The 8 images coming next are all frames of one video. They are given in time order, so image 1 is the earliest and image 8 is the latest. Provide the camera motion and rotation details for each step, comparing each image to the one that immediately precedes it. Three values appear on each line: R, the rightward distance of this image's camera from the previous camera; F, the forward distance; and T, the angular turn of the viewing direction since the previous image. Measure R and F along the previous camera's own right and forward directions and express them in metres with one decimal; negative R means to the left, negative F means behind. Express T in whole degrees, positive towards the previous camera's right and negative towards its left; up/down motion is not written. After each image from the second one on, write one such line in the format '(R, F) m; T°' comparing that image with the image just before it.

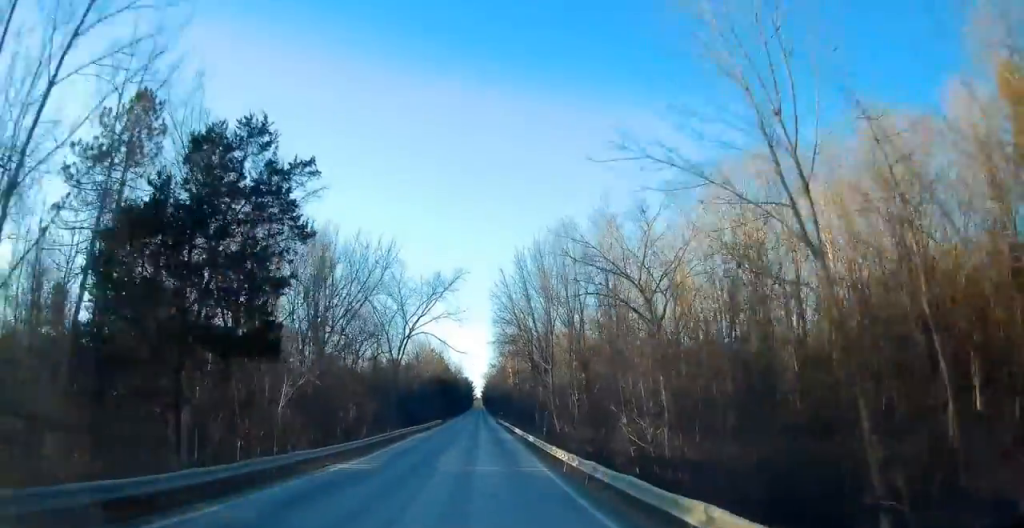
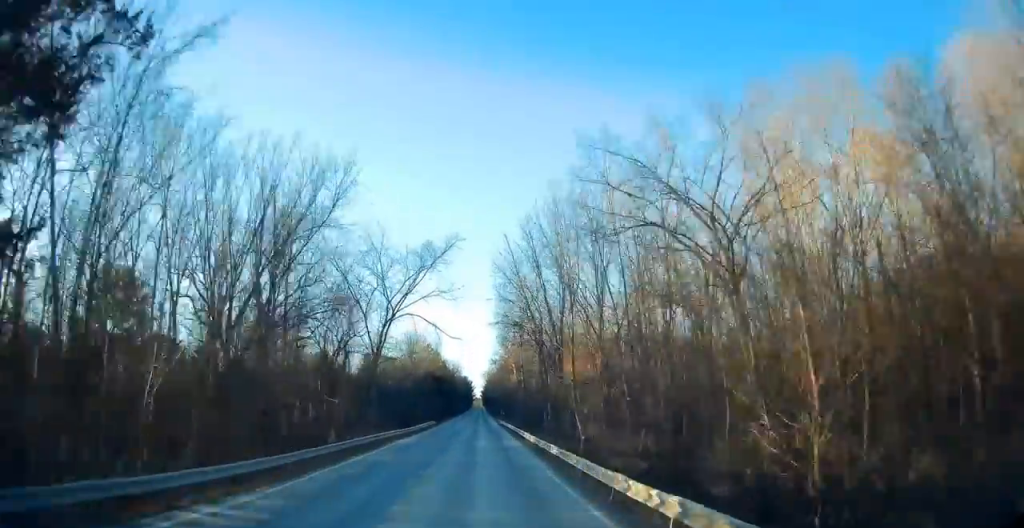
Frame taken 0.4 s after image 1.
(-0.1, +10.9) m; 0°
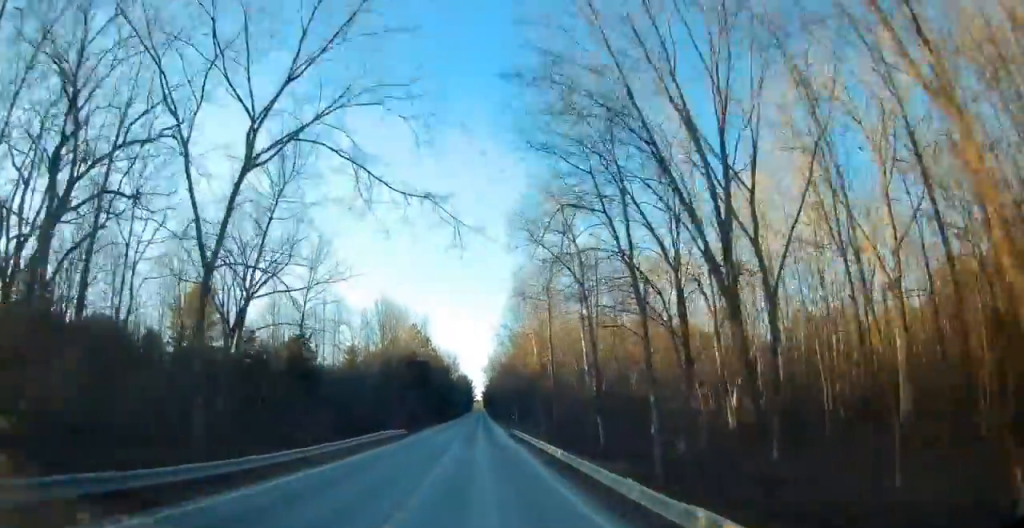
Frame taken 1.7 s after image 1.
(-0.2, +31.1) m; 0°
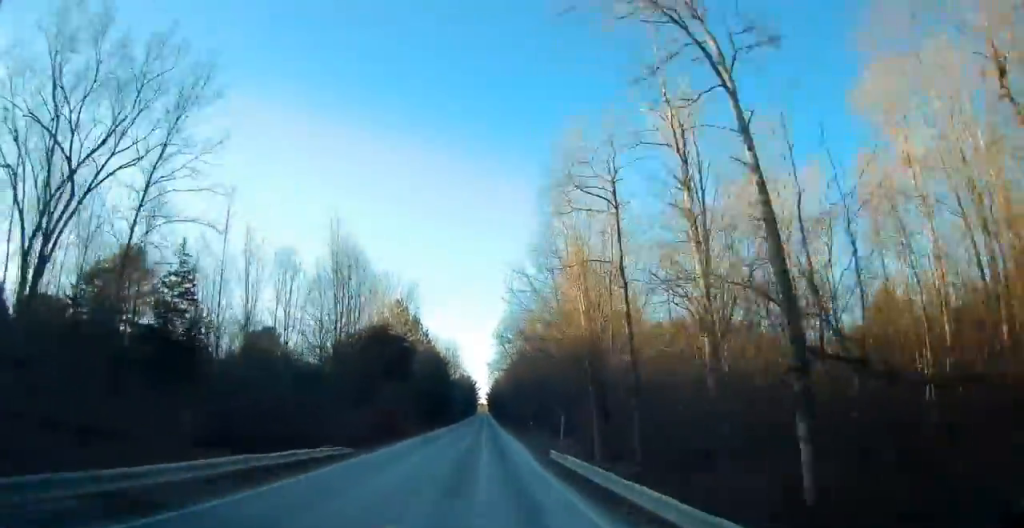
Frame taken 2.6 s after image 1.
(+0.1, +23.6) m; 0°
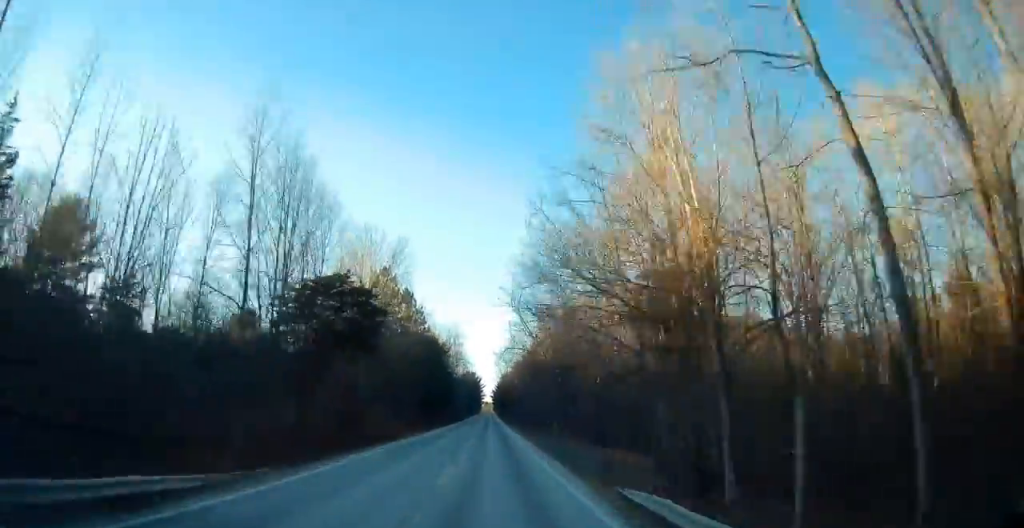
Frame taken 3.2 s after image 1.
(0.0, +15.9) m; 0°
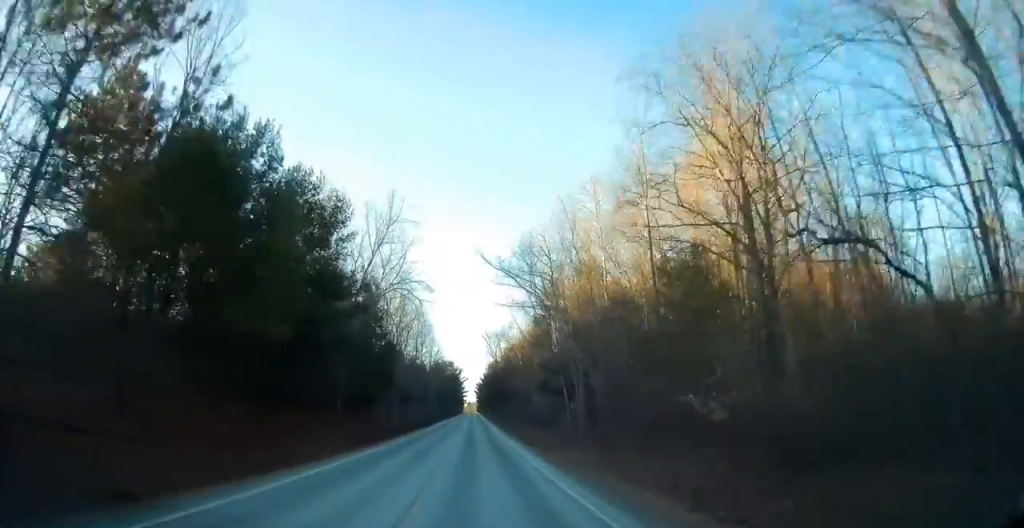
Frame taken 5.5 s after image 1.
(+0.4, +56.8) m; +1°
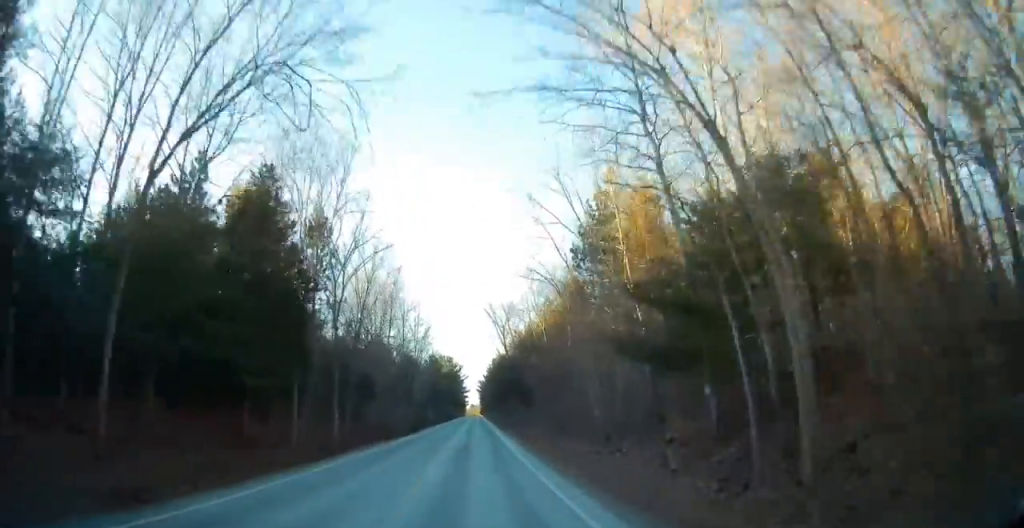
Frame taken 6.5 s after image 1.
(0.0, +25.2) m; 0°
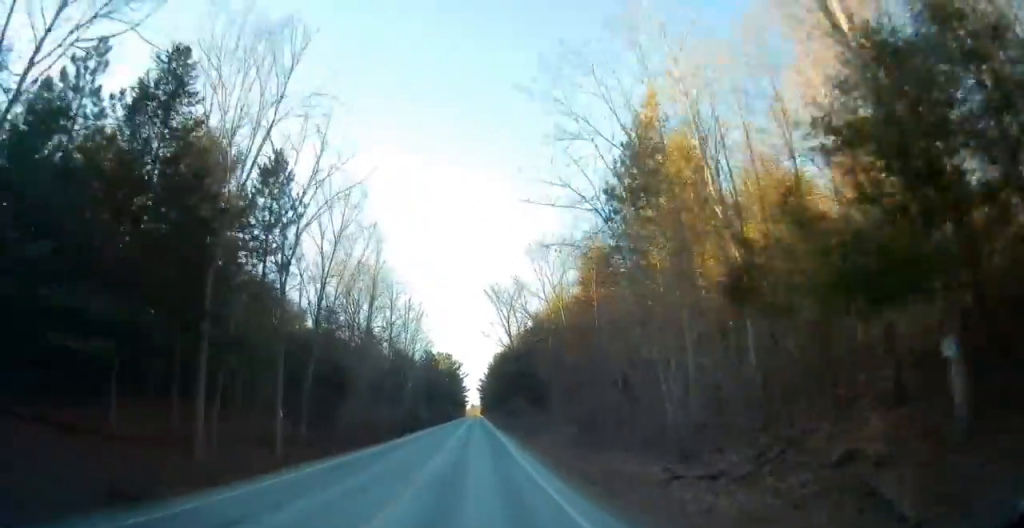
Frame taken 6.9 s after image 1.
(0.0, +10.1) m; 0°
